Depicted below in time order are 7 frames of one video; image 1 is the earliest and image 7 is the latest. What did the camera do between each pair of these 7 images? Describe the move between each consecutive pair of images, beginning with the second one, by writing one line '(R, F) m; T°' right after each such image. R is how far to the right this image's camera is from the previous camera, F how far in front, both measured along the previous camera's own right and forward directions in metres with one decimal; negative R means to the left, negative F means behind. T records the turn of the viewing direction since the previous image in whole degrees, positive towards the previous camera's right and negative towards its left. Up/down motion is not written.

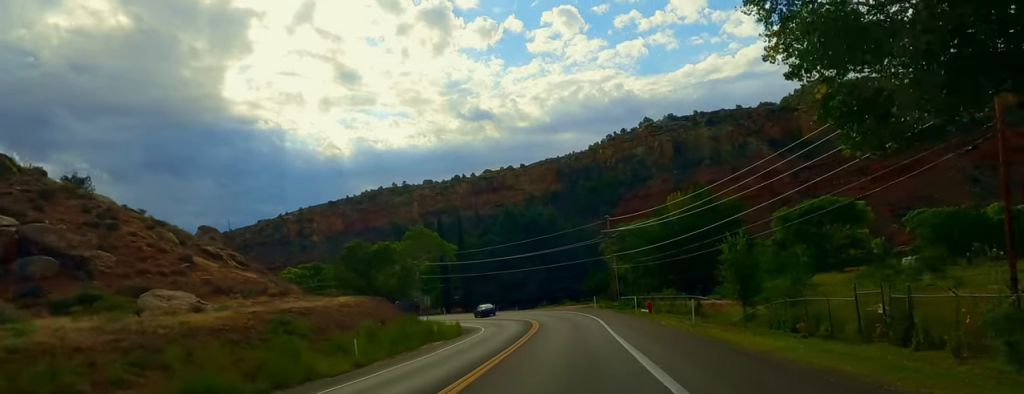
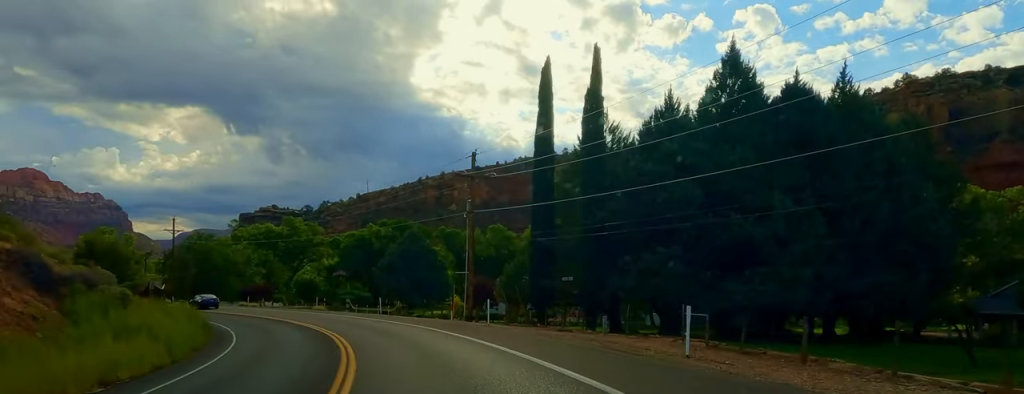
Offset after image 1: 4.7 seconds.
(-19.8, +83.9) m; -29°
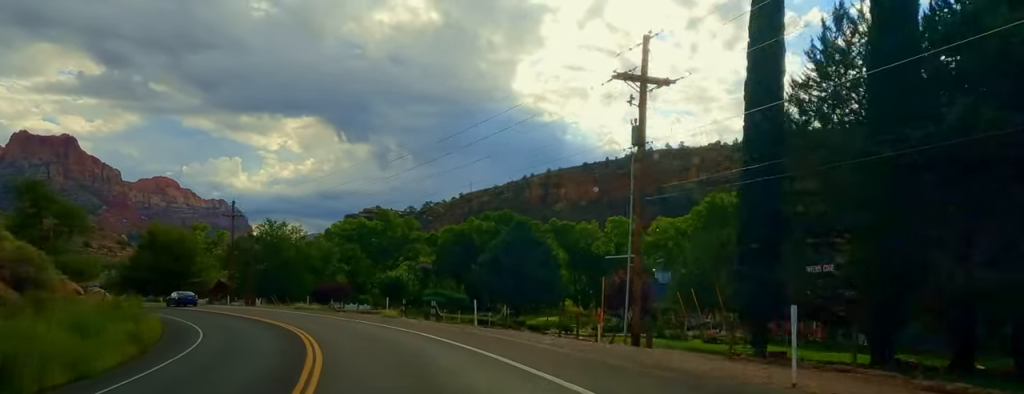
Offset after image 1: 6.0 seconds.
(-0.5, +22.4) m; -10°
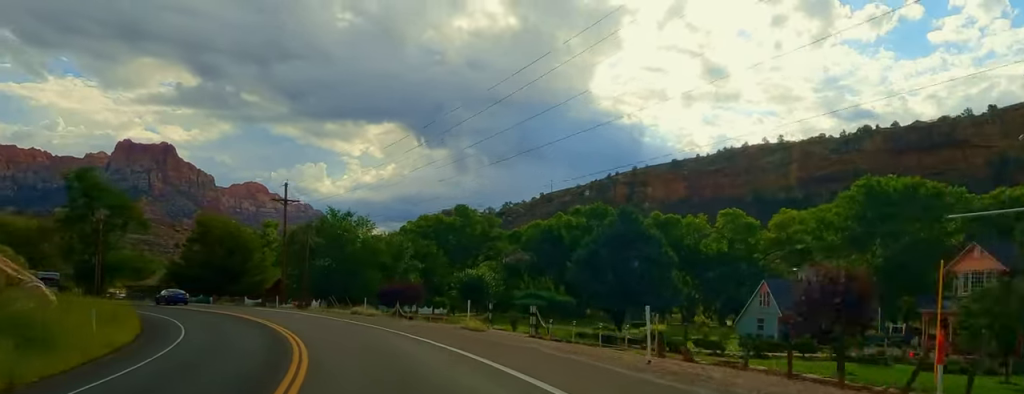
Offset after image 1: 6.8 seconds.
(-2.3, +15.3) m; -7°
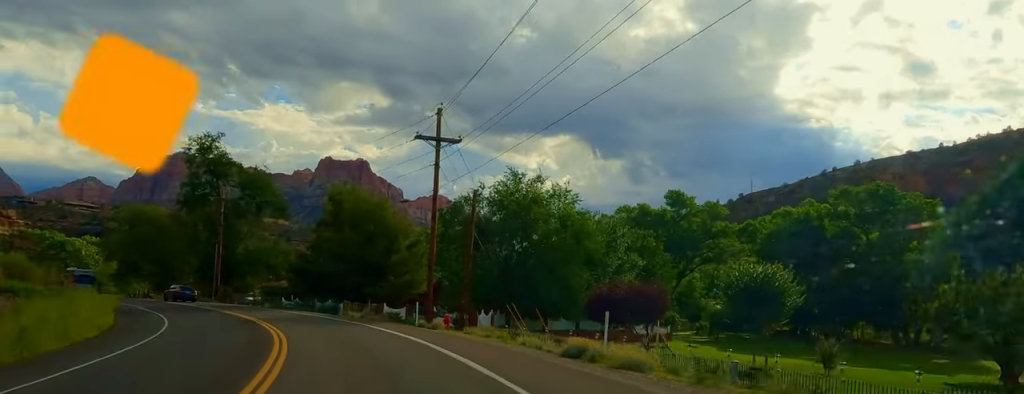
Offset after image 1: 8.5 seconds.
(-3.7, +30.1) m; -13°
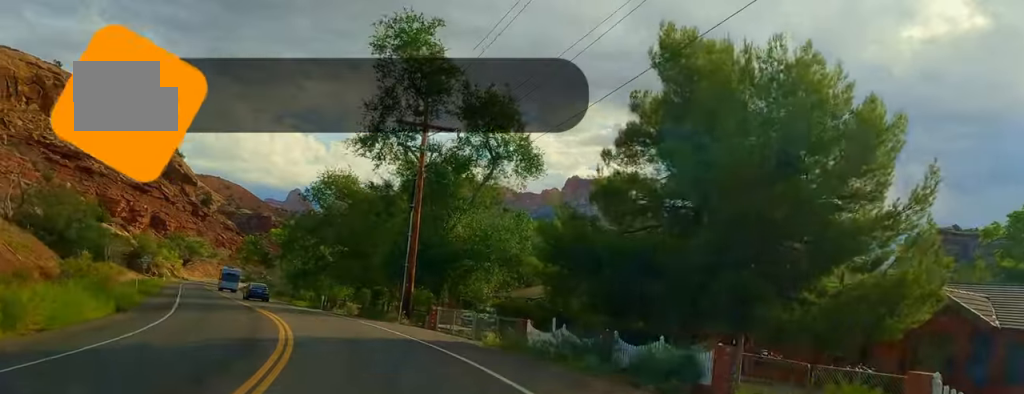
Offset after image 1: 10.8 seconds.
(-5.6, +39.1) m; -15°
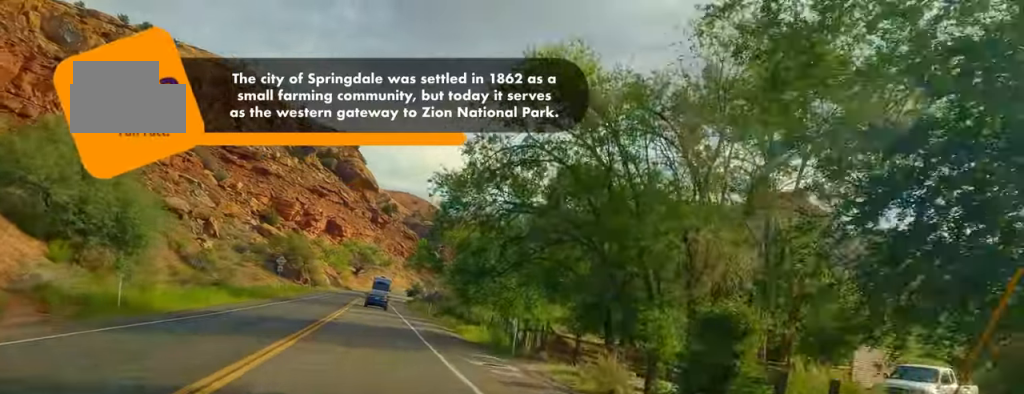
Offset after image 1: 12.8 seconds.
(-4.2, +36.3) m; -9°
